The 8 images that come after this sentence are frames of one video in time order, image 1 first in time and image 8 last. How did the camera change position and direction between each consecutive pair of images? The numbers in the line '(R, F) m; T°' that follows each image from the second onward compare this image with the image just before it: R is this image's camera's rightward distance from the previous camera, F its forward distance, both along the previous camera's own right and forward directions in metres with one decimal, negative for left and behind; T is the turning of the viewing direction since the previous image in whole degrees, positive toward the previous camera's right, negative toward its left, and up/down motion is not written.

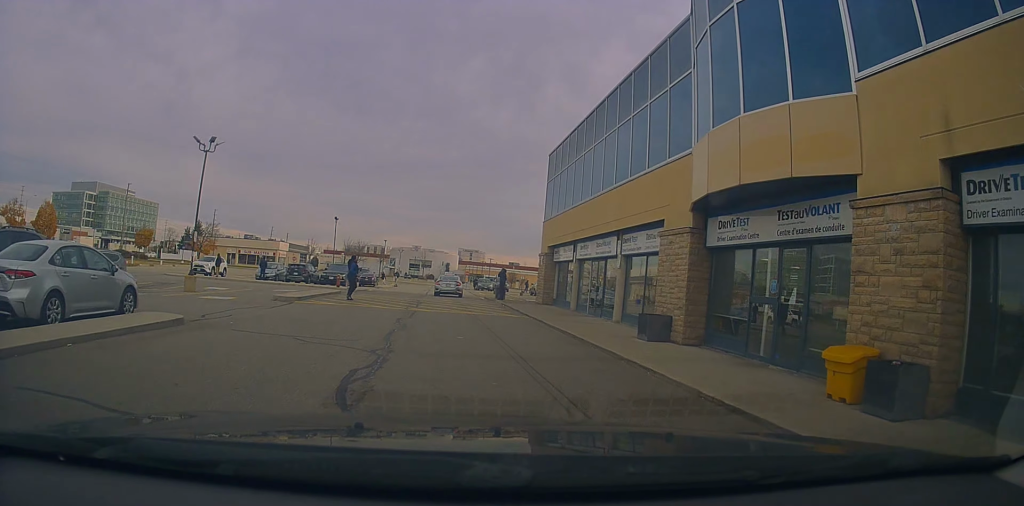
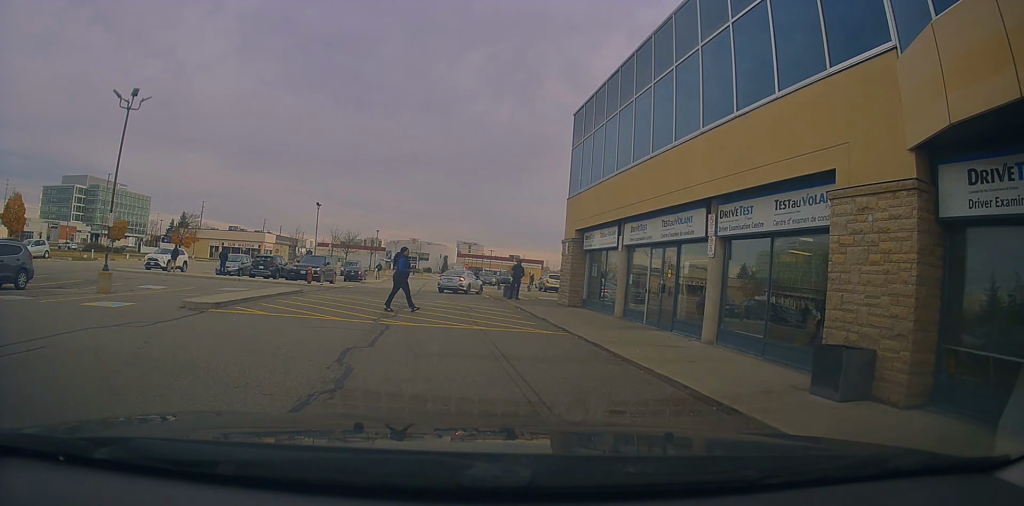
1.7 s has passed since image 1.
(+0.3, +6.7) m; +1°
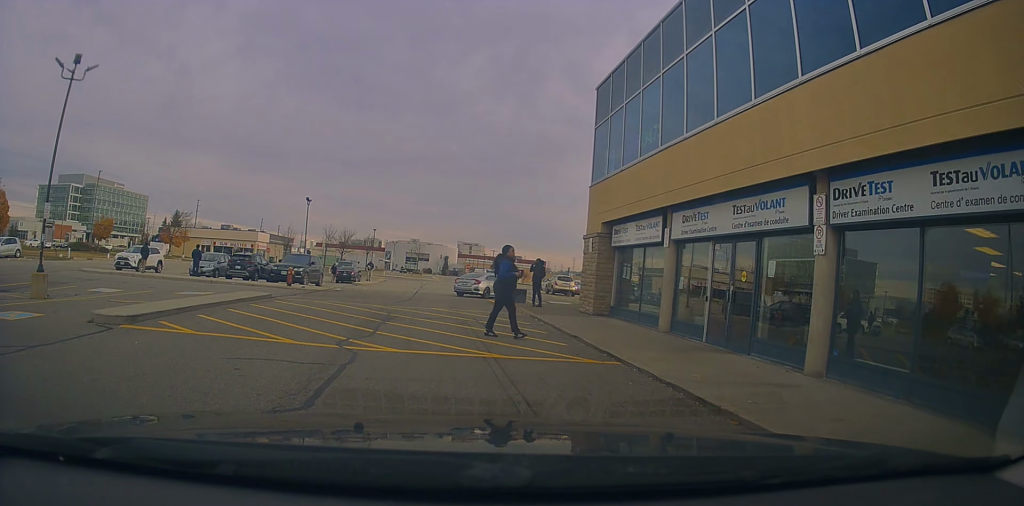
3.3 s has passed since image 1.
(-0.1, +3.0) m; -3°
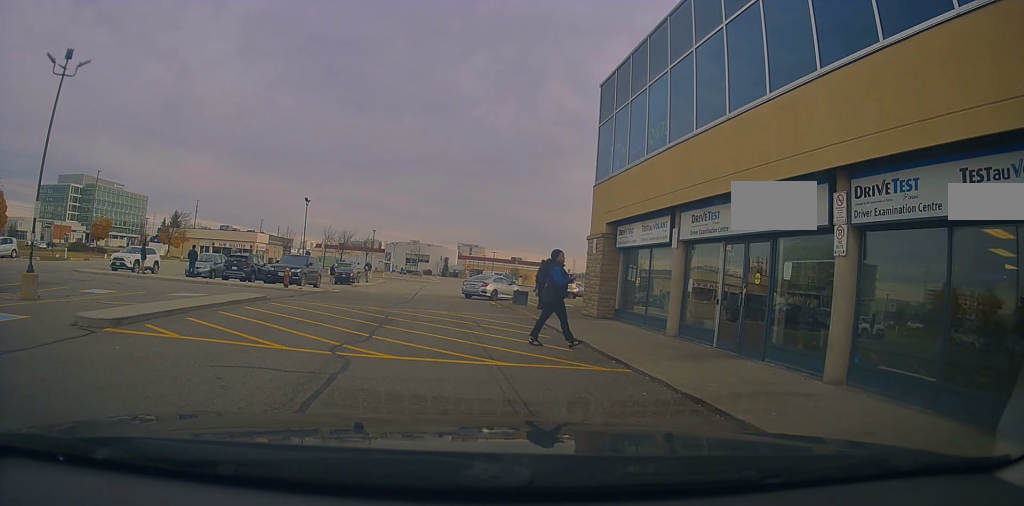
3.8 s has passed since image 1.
(+0.1, +0.5) m; 0°
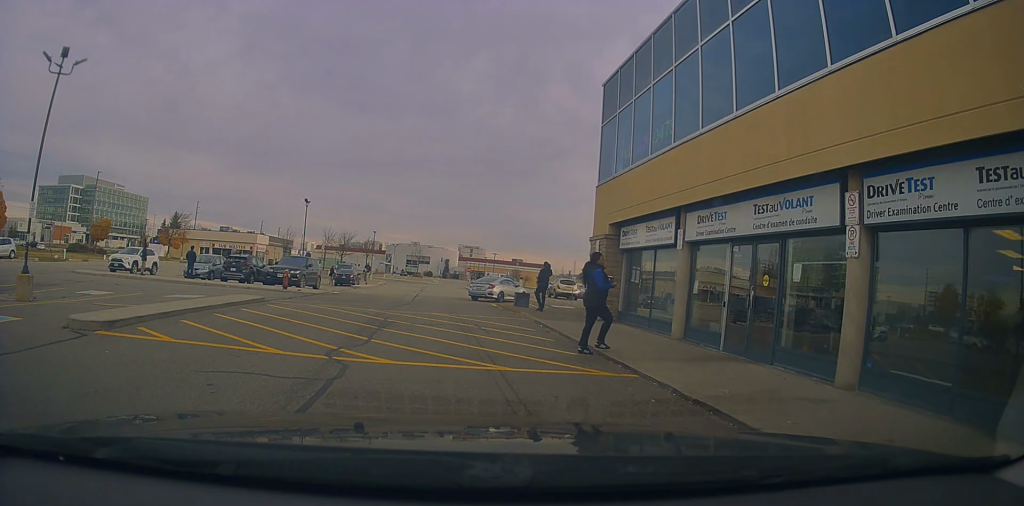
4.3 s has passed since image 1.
(+0.1, +0.3) m; 0°
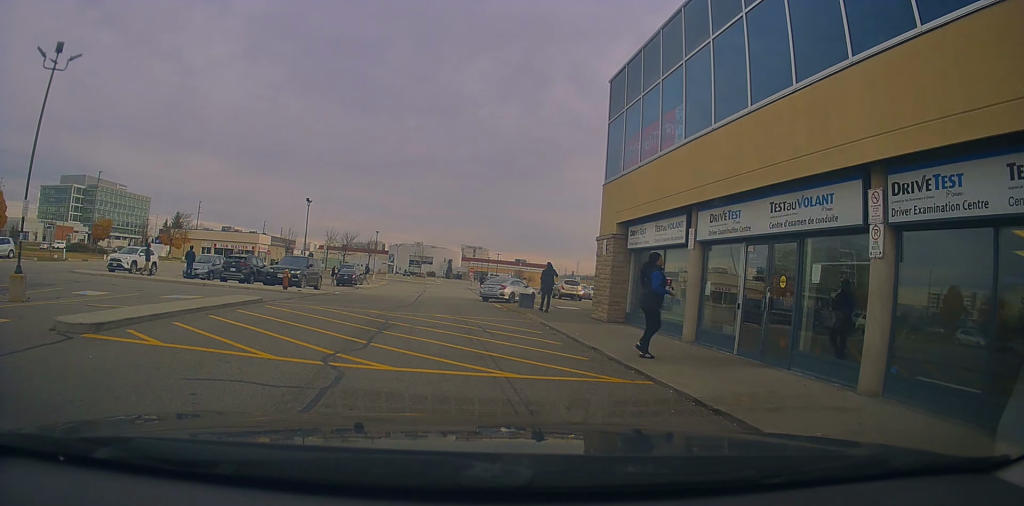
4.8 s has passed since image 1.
(+0.2, +0.7) m; -2°
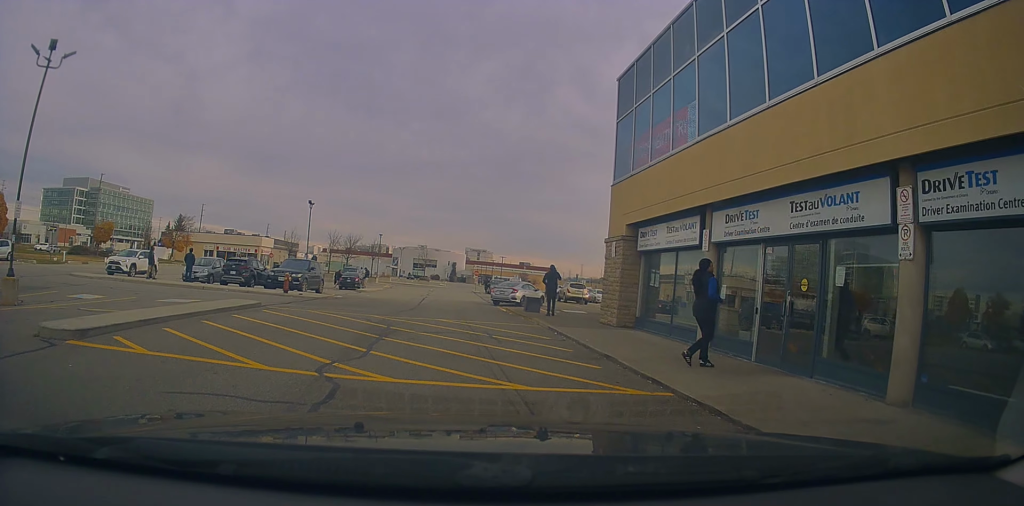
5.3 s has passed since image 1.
(+0.2, +0.6) m; -2°
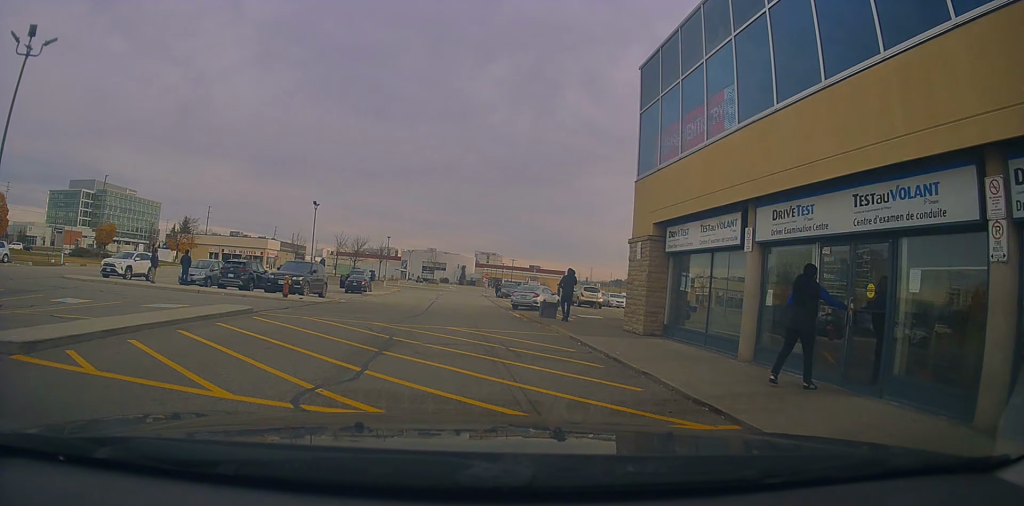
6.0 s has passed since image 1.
(-0.4, +1.9) m; -2°
